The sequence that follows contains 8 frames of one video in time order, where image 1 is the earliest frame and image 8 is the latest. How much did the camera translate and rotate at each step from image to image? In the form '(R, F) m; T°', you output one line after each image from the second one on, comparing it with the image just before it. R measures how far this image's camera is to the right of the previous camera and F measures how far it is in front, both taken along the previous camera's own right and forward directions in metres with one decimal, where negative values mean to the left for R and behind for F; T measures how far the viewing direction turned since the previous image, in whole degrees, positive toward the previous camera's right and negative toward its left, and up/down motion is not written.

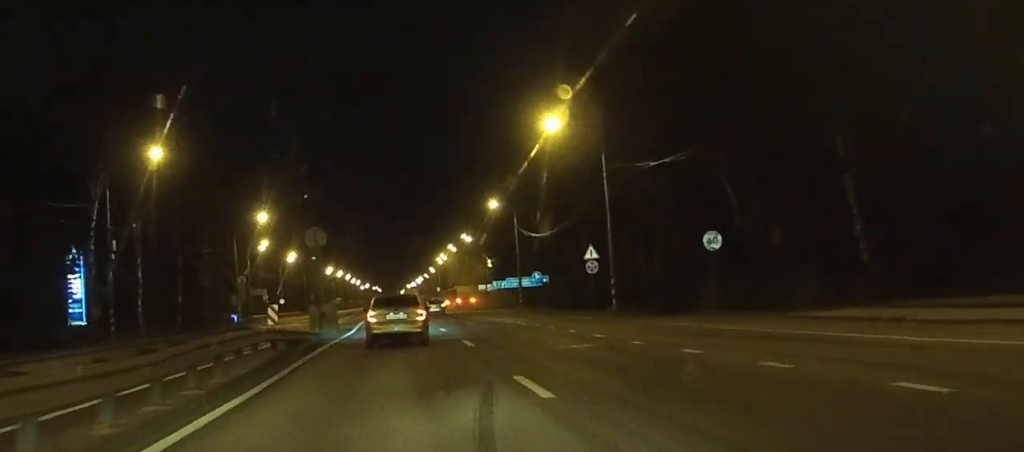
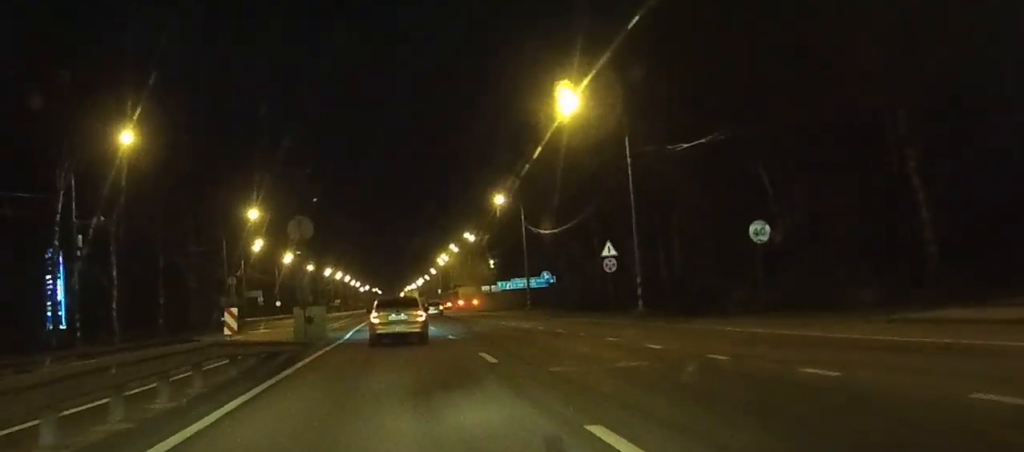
(0.0, +5.2) m; 0°
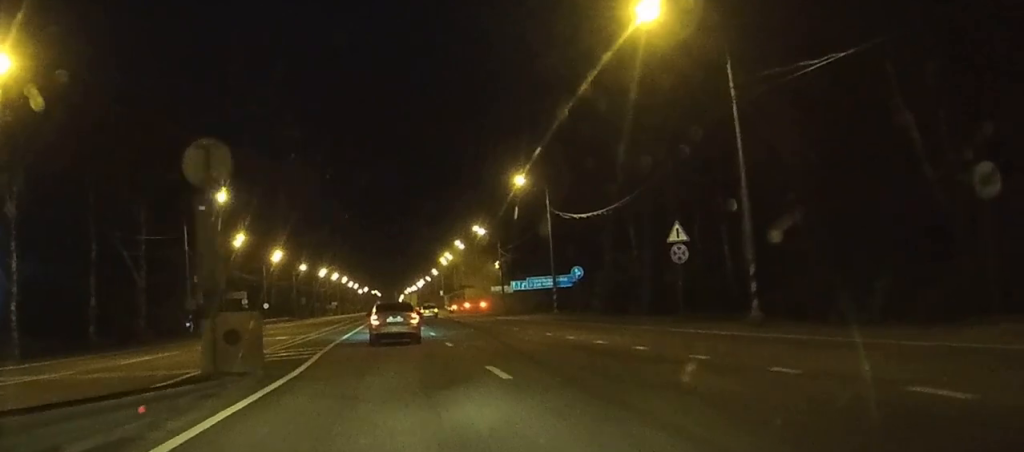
(0.0, +14.2) m; 0°
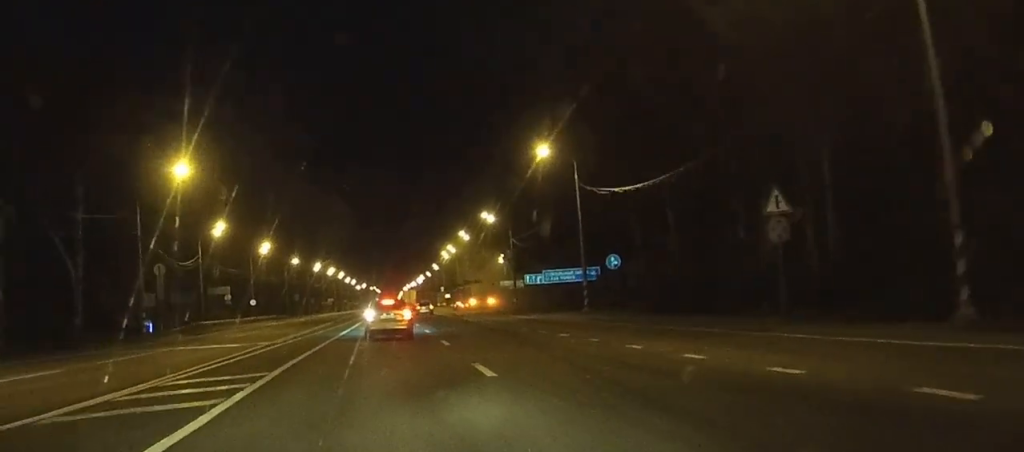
(+0.1, +11.7) m; +1°
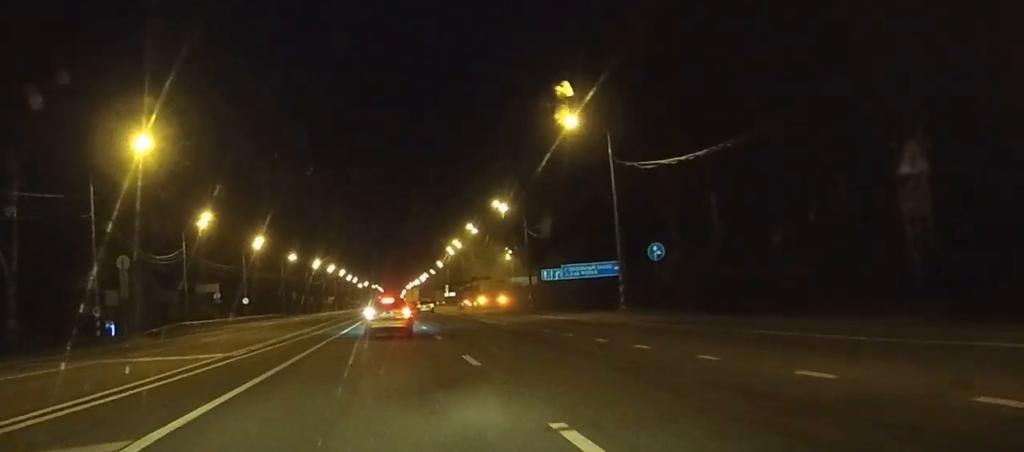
(0.0, +8.7) m; 0°
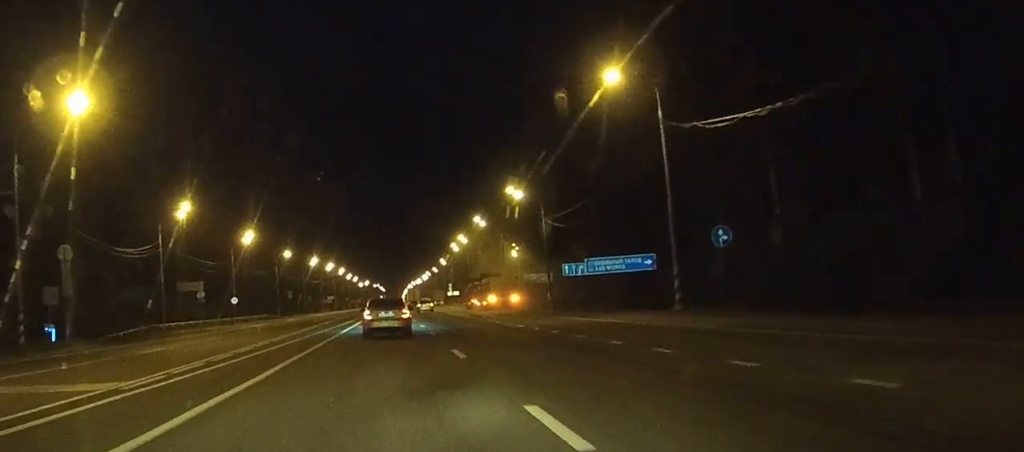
(0.0, +9.6) m; 0°
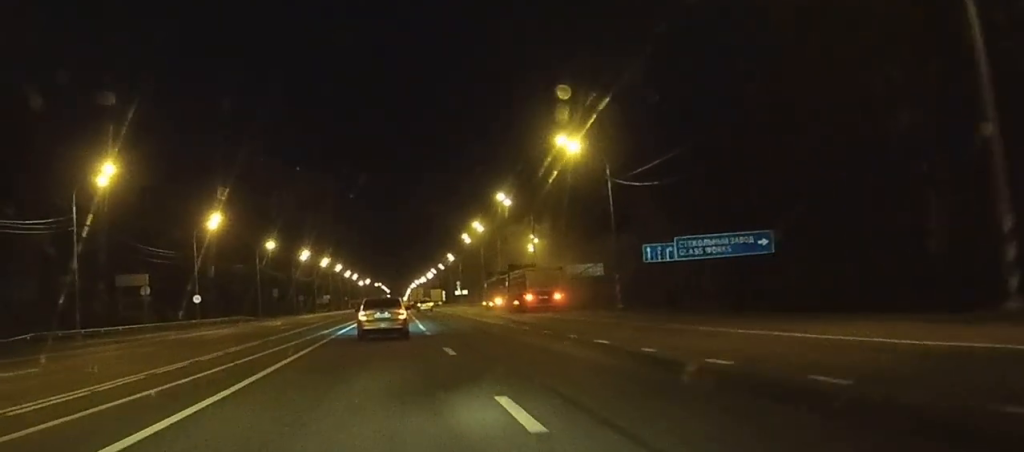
(-0.1, +22.8) m; -1°
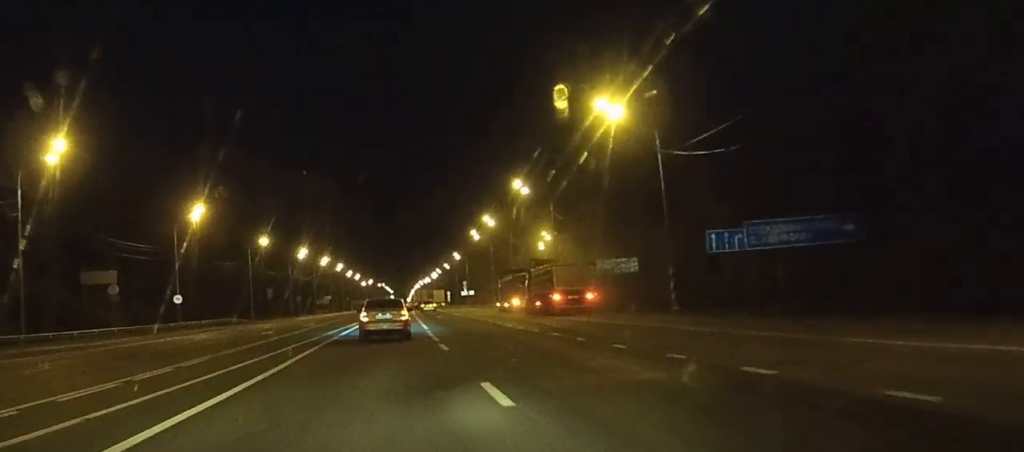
(-0.1, +9.6) m; 0°
